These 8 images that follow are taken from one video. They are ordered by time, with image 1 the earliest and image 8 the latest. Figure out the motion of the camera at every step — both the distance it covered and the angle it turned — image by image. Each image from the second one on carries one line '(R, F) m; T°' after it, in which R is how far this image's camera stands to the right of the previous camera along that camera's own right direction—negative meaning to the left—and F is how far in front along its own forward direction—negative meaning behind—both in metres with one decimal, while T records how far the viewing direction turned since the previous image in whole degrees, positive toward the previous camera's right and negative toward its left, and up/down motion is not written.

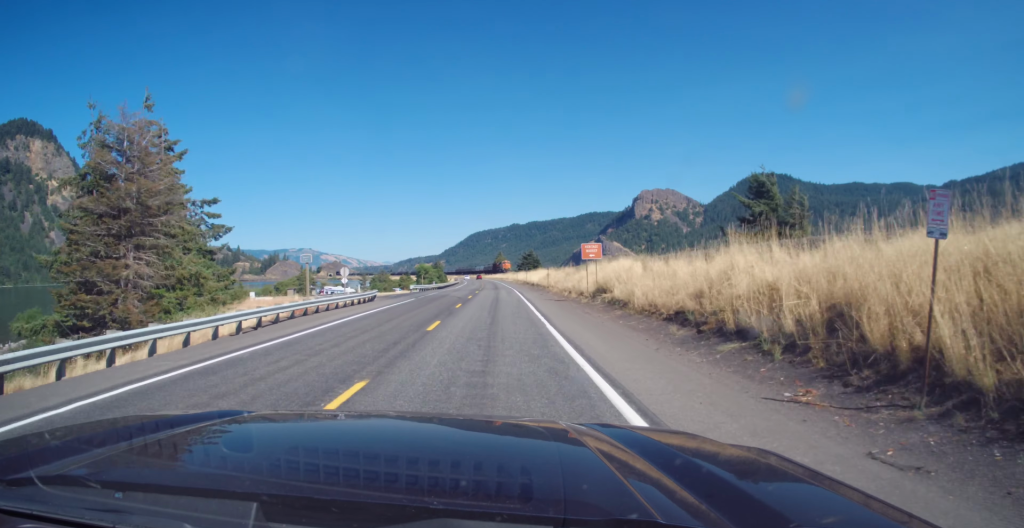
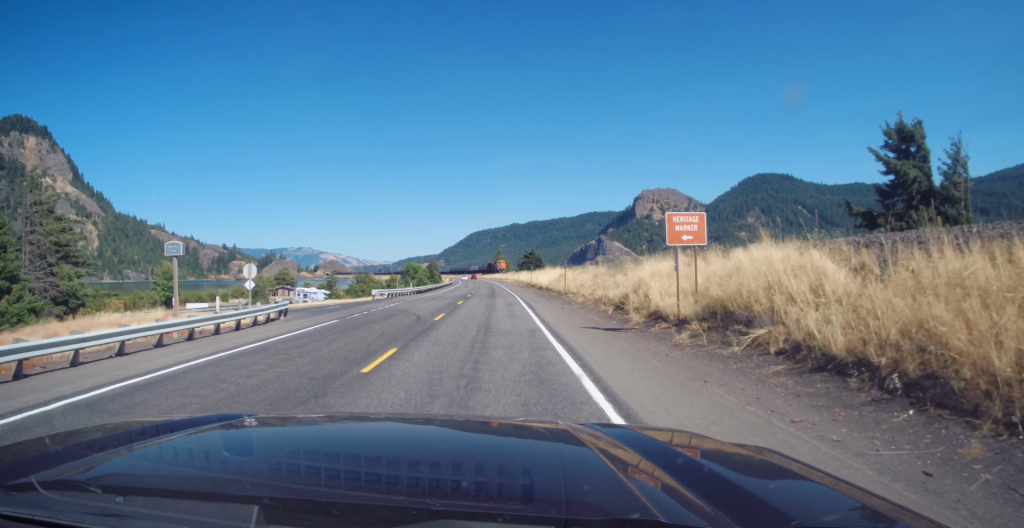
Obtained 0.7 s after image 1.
(+0.2, +19.5) m; +1°
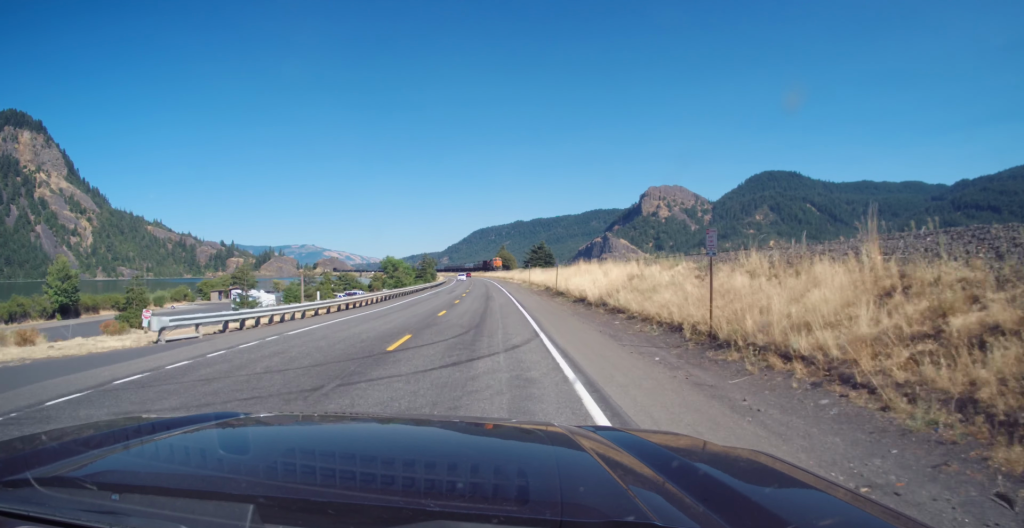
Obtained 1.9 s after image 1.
(-0.2, +33.4) m; -1°
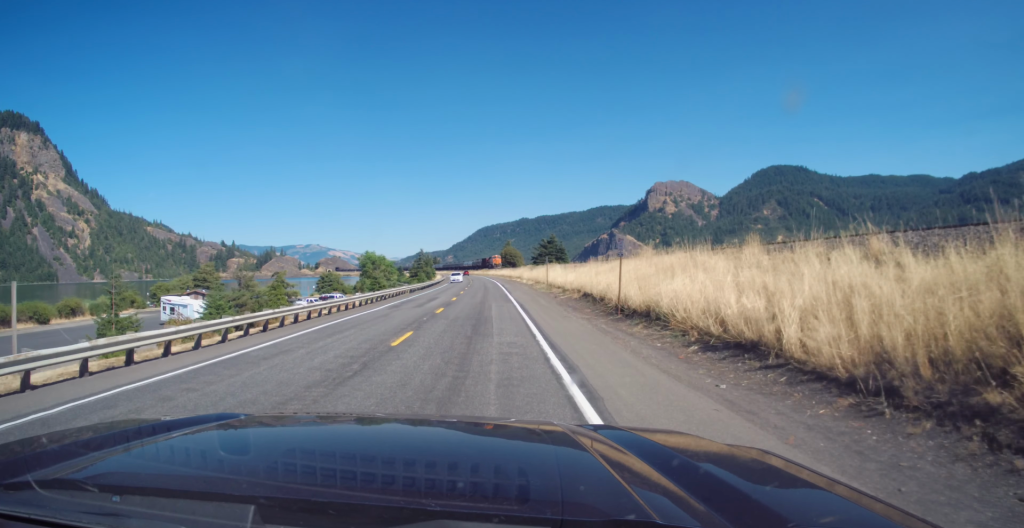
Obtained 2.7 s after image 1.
(-0.4, +23.0) m; -1°
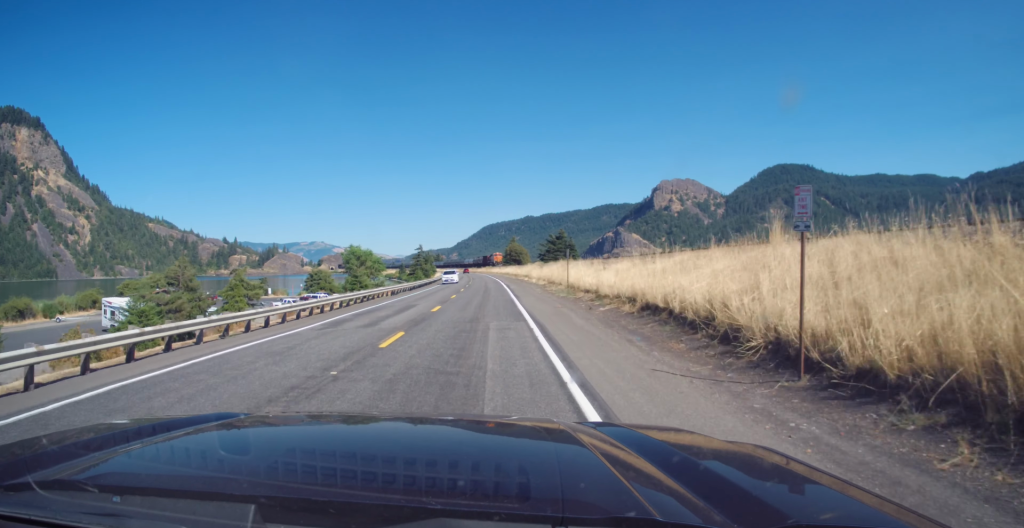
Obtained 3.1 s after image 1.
(+0.1, +13.8) m; 0°
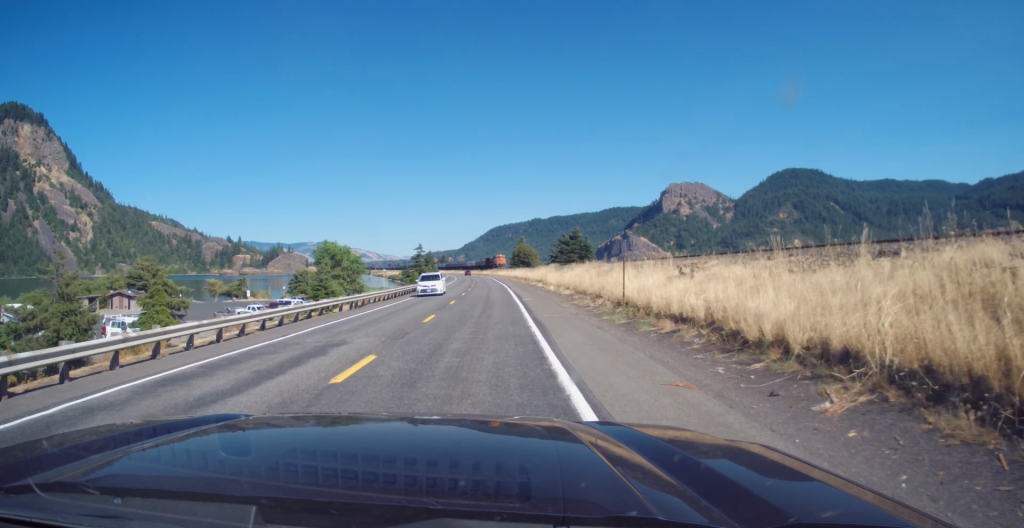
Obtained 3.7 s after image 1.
(+0.1, +16.2) m; 0°
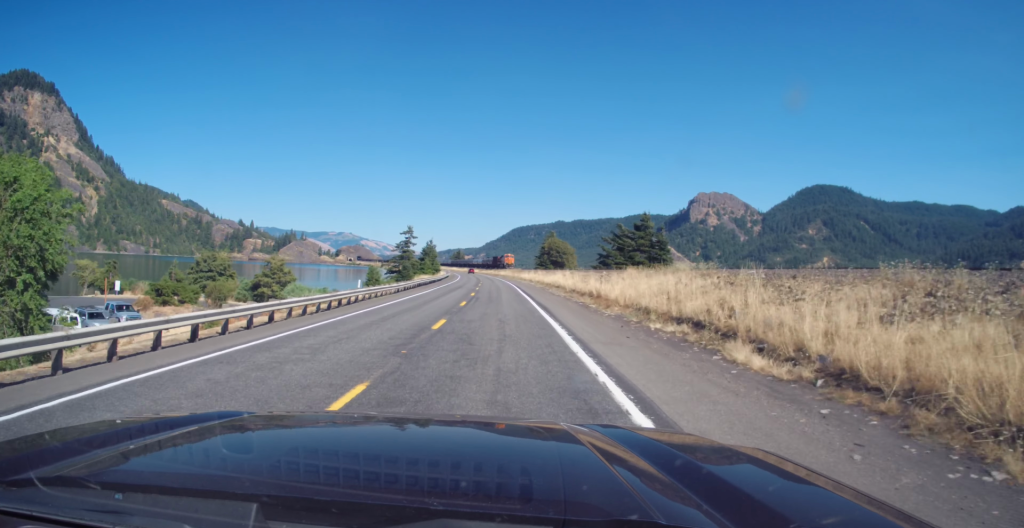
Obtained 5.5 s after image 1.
(-1.0, +52.6) m; -2°
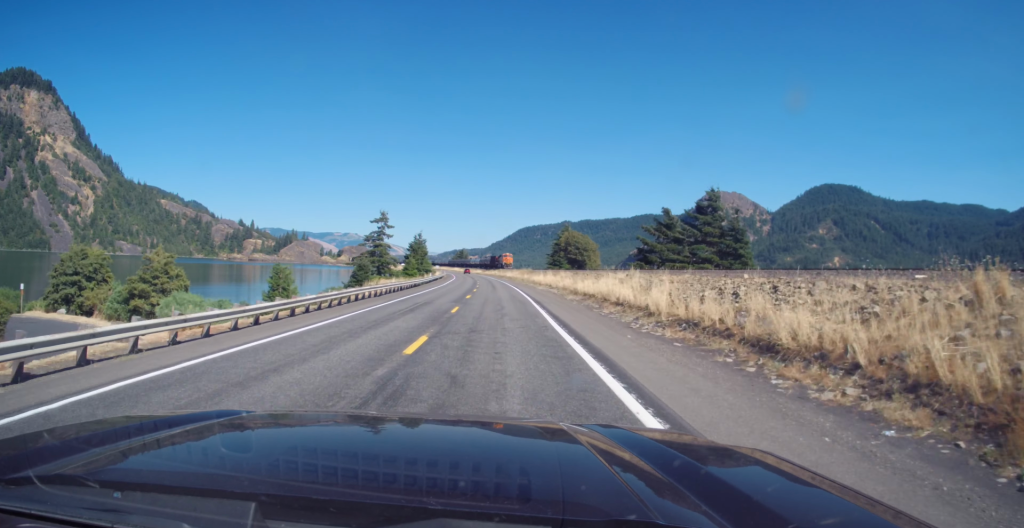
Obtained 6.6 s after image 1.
(-0.1, +29.2) m; 0°
